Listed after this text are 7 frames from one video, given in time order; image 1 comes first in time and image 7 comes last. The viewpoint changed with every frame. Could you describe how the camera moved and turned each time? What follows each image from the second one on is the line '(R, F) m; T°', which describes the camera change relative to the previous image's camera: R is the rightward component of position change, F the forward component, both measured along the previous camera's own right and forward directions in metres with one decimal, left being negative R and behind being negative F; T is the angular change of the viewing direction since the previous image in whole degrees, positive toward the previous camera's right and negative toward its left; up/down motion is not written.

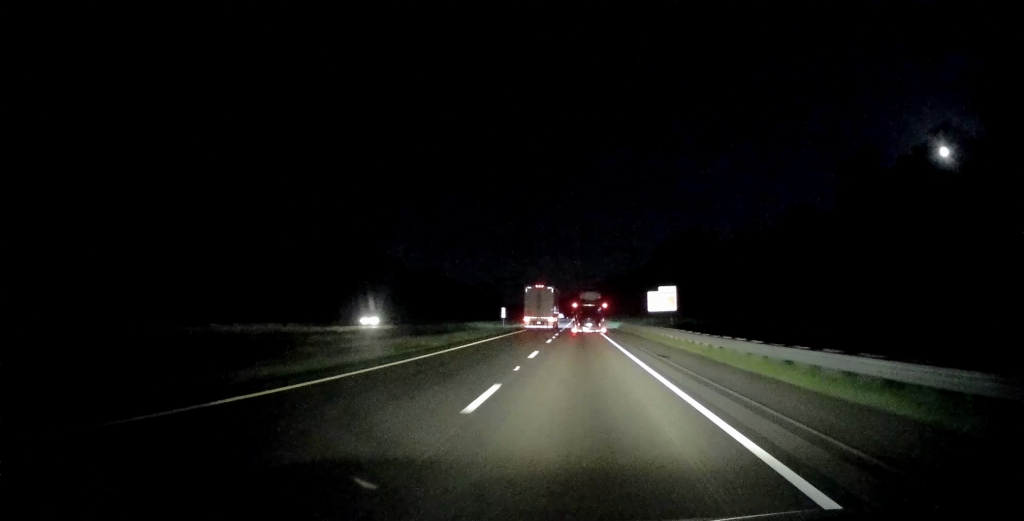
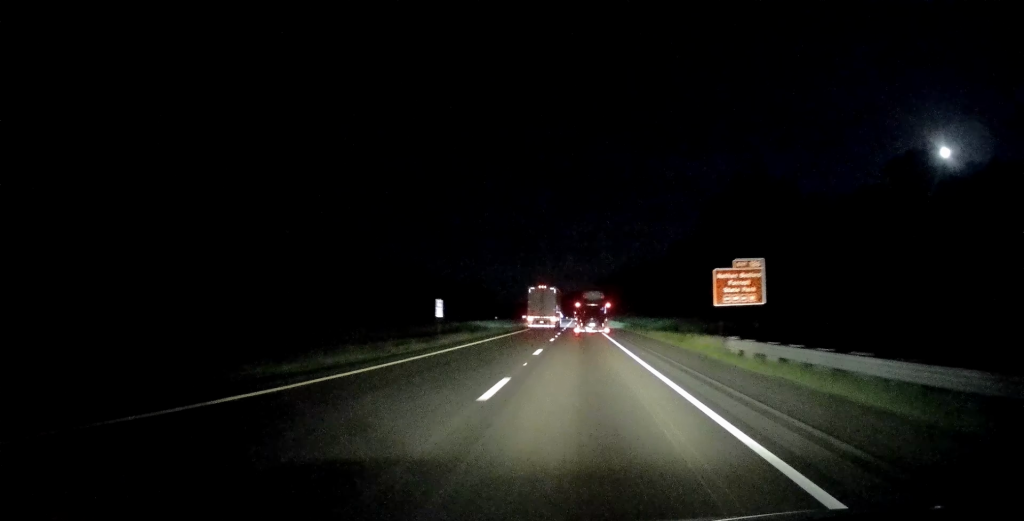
(-0.1, +46.8) m; 0°
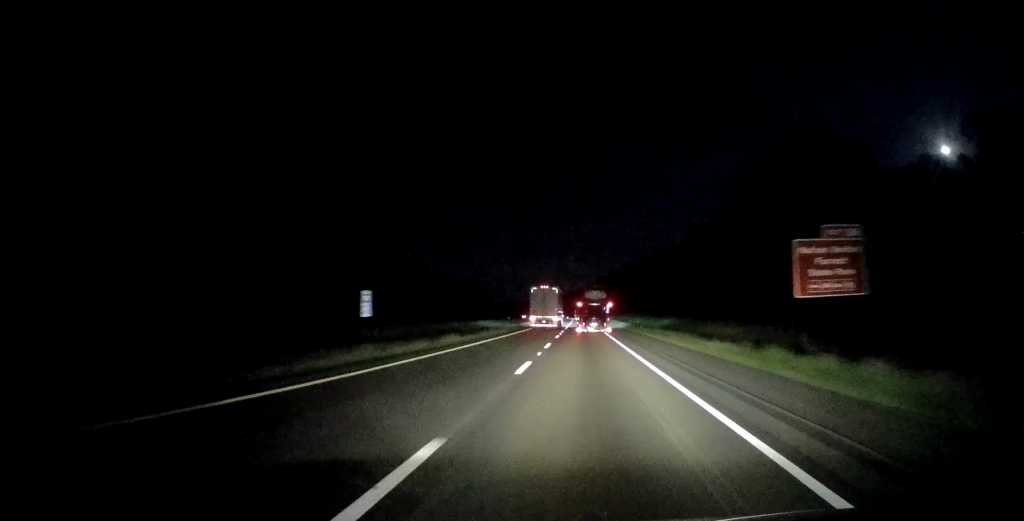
(-0.1, +20.2) m; 0°
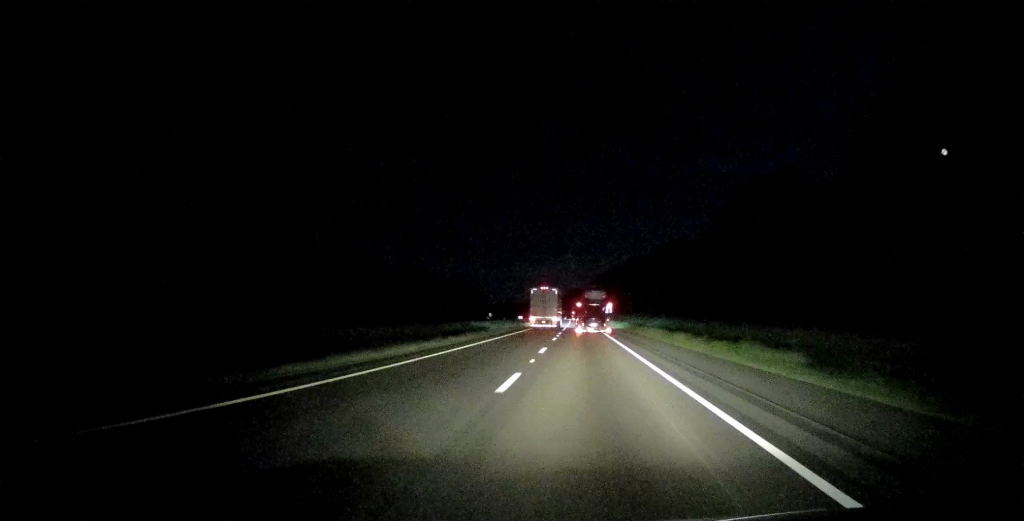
(0.0, +27.5) m; 0°
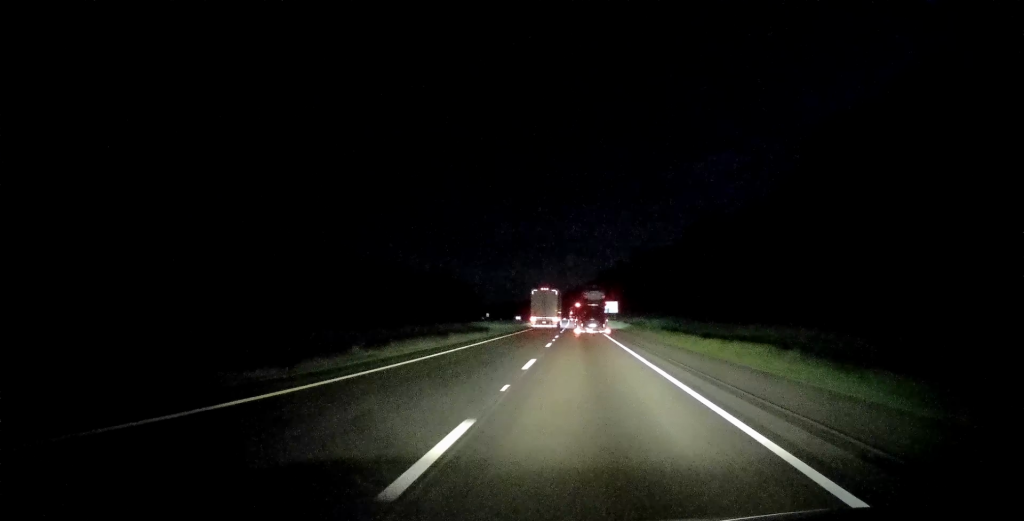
(+0.2, +30.5) m; 0°
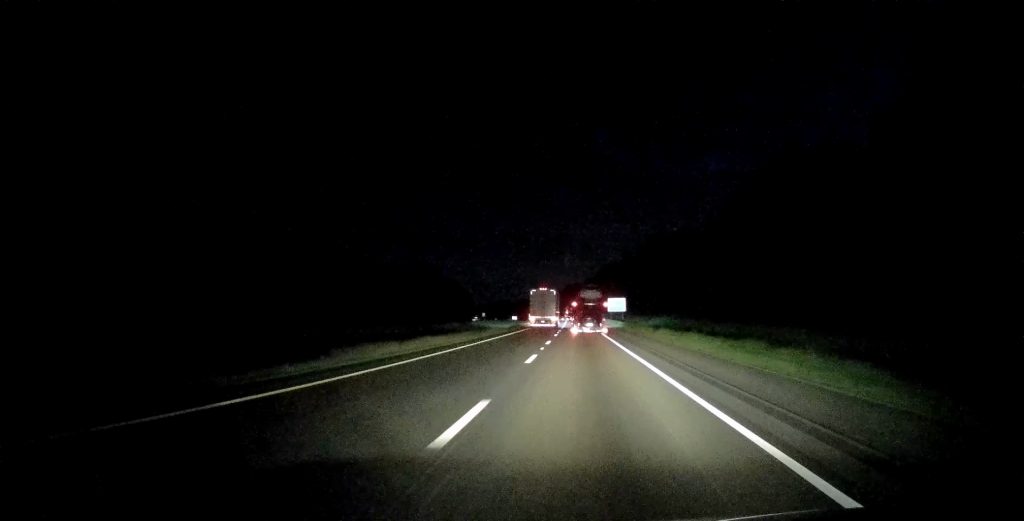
(-0.1, +33.3) m; 0°
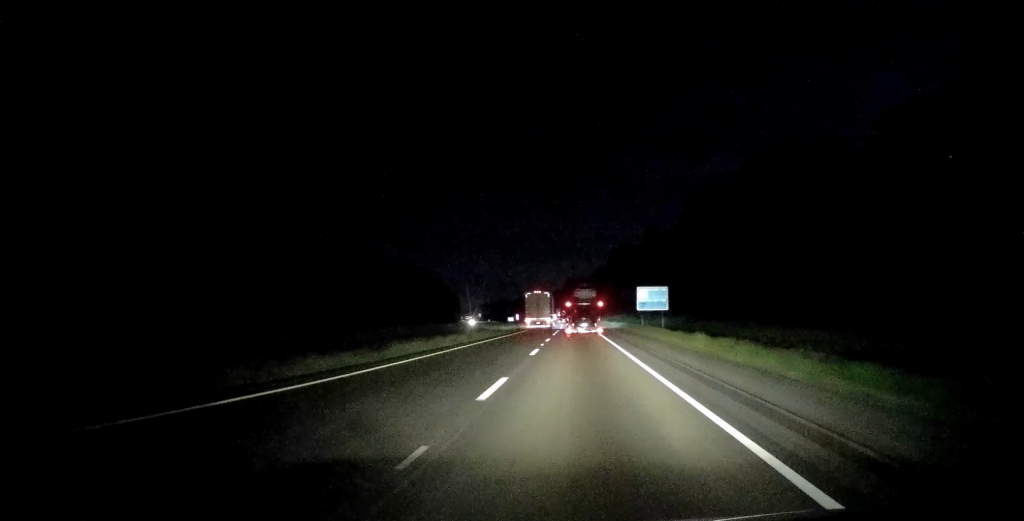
(-0.6, +65.0) m; -1°
